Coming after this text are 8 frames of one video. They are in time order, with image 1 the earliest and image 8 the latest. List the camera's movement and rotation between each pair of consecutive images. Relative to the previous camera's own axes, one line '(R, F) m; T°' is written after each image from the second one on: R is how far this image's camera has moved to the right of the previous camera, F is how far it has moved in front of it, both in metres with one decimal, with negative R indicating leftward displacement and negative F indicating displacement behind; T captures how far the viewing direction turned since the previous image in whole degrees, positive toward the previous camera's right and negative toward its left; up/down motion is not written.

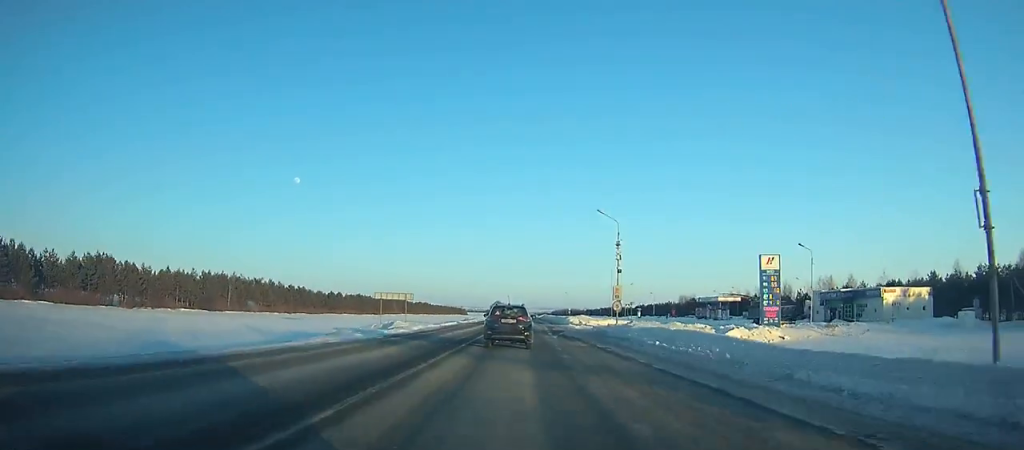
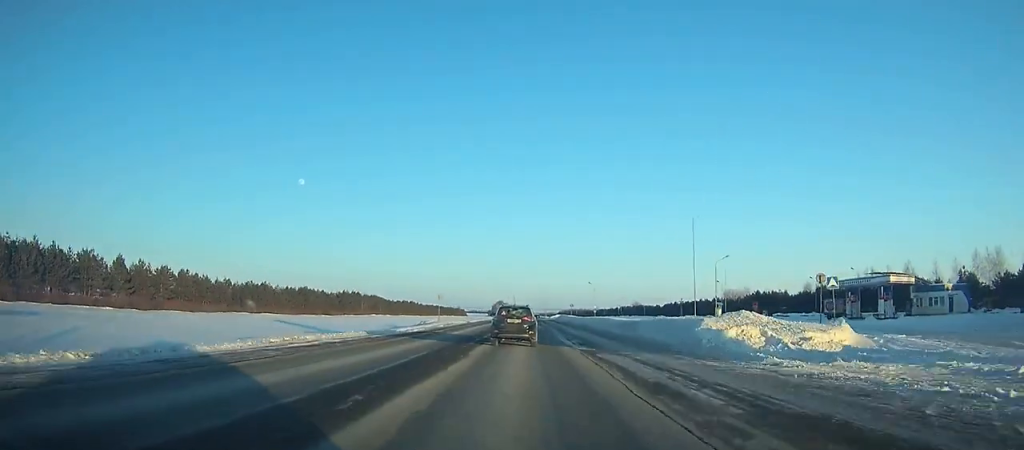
(-0.1, +66.3) m; 0°
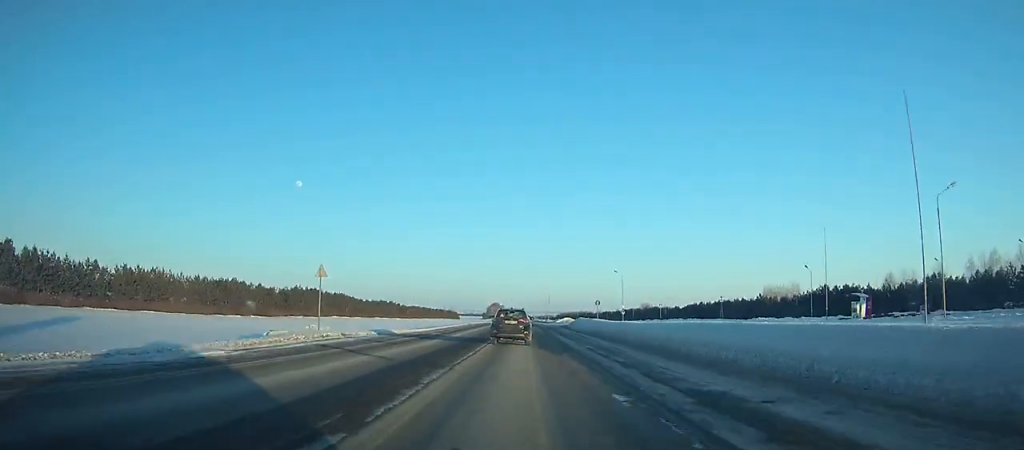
(0.0, +46.3) m; 0°
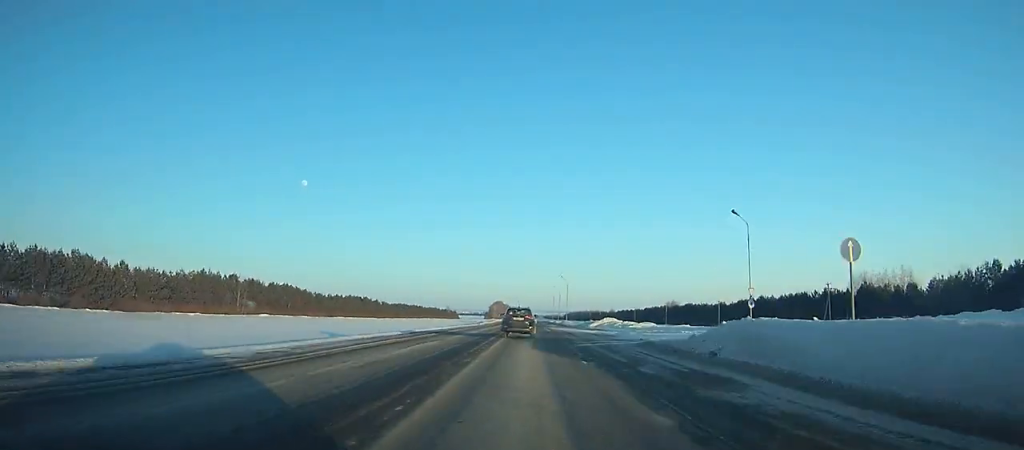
(0.0, +57.6) m; 0°
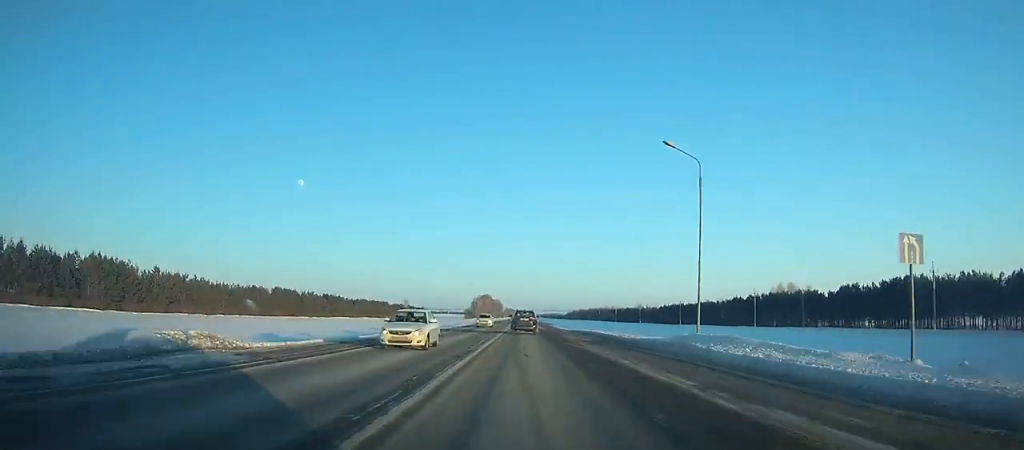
(-0.6, +155.5) m; 0°
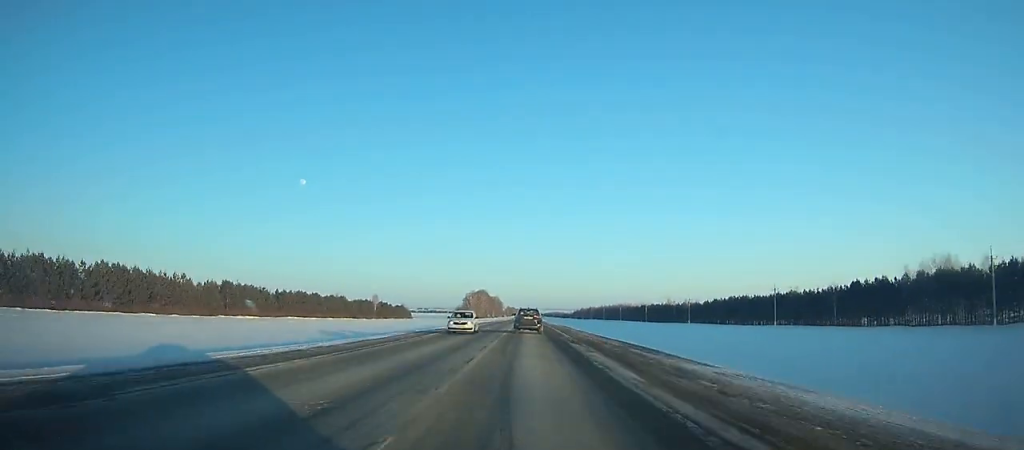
(+0.1, +72.1) m; 0°
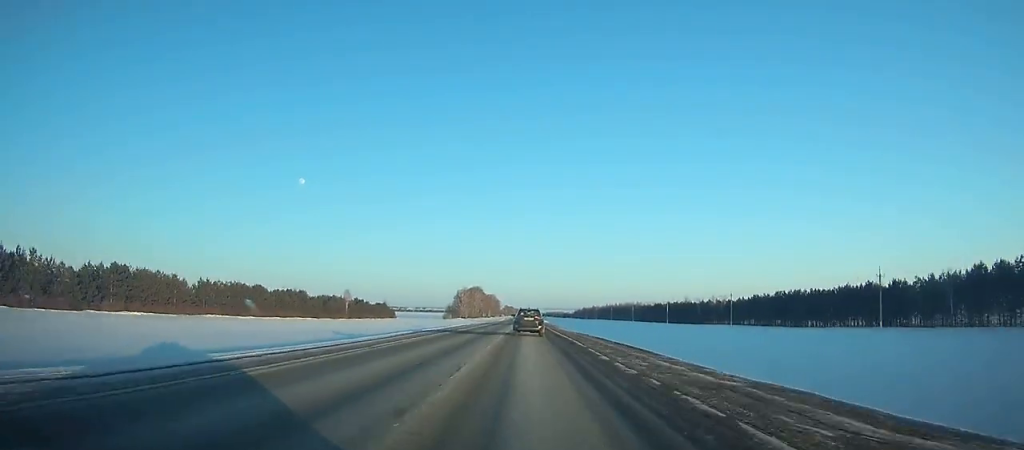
(+0.1, +37.7) m; 0°
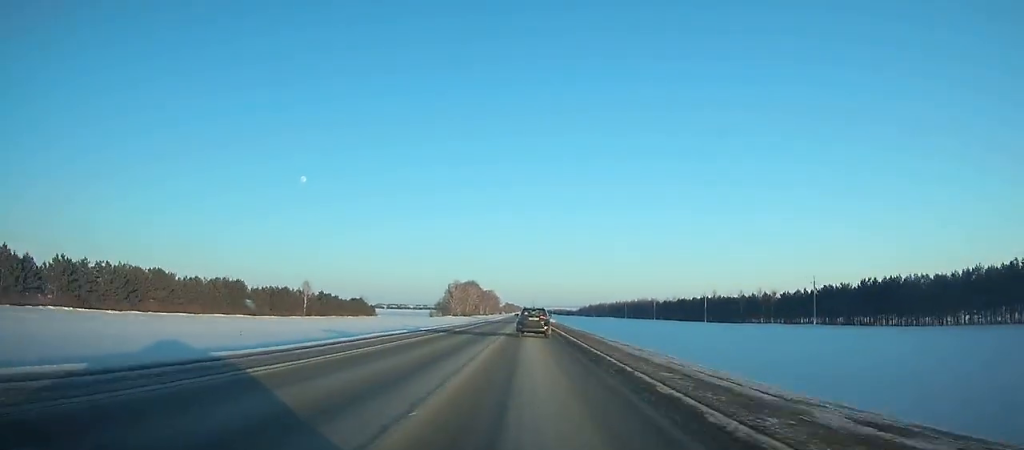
(0.0, +42.2) m; 0°
